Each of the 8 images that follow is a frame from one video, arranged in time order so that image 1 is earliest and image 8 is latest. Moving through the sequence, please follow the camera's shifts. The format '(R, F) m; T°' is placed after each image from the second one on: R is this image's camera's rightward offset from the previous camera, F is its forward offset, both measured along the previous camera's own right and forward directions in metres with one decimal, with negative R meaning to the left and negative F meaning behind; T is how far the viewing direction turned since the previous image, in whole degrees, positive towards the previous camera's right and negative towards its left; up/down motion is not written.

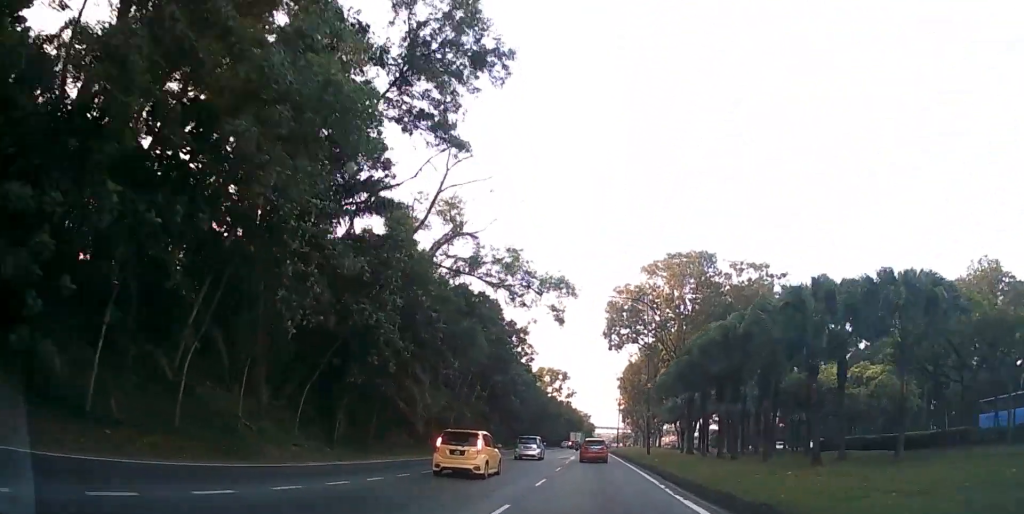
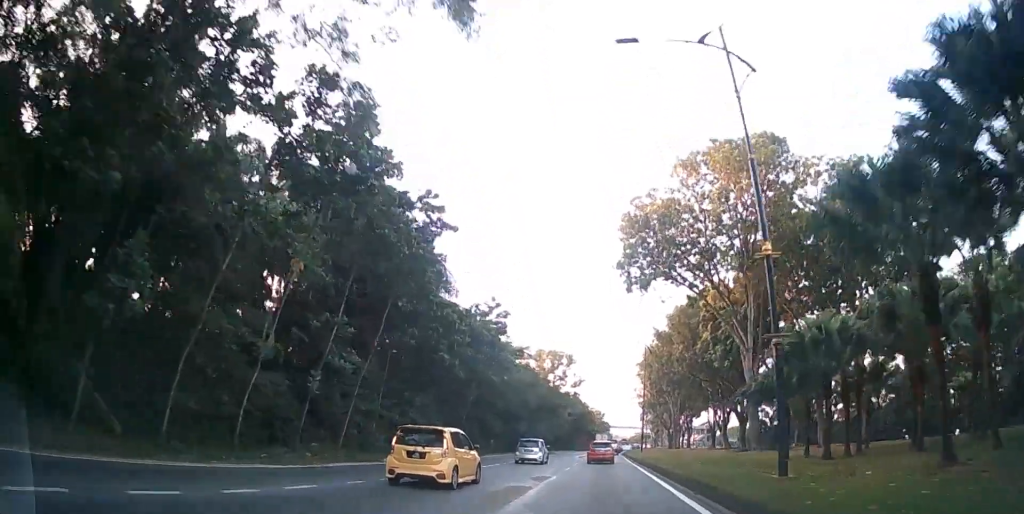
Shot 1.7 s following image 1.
(-0.6, +29.1) m; -2°
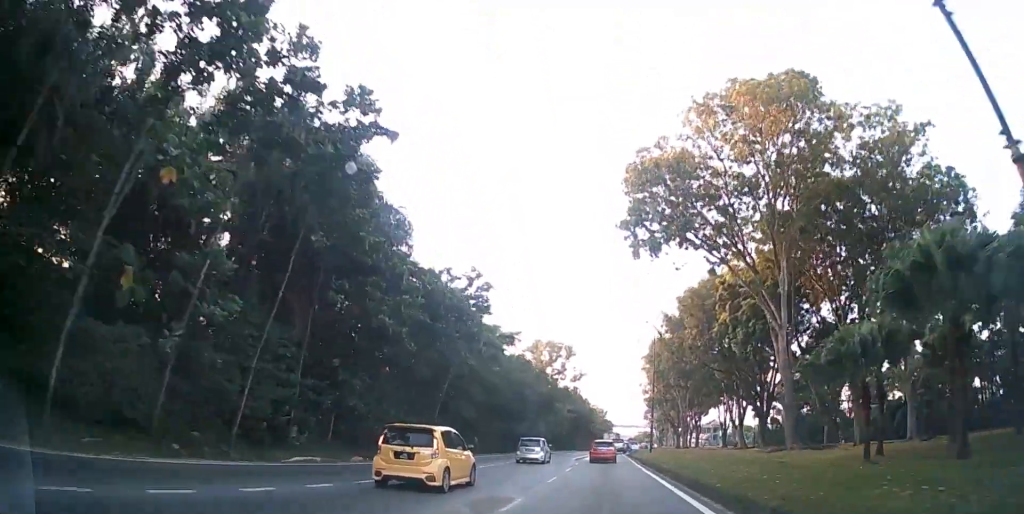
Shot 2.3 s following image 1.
(-0.1, +9.2) m; -1°
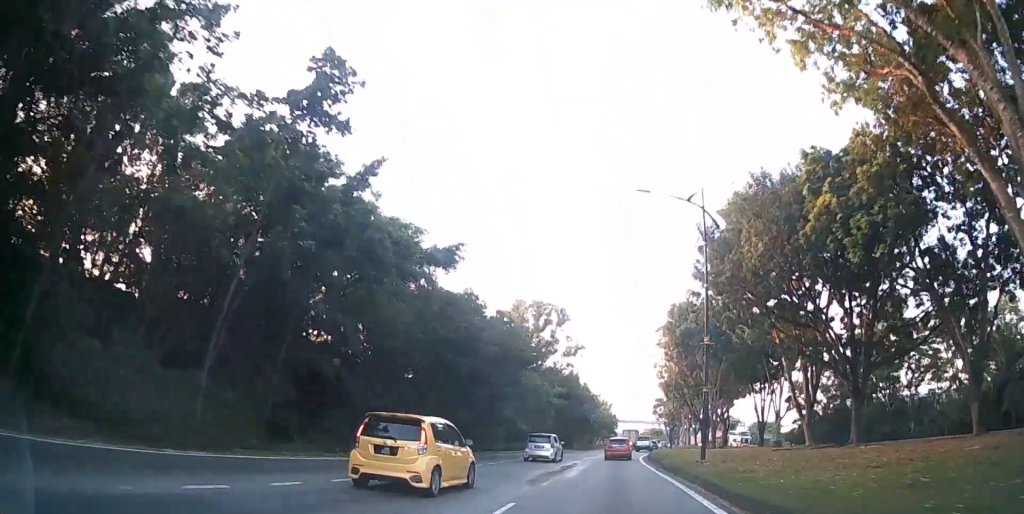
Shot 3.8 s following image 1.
(-0.3, +24.9) m; -1°
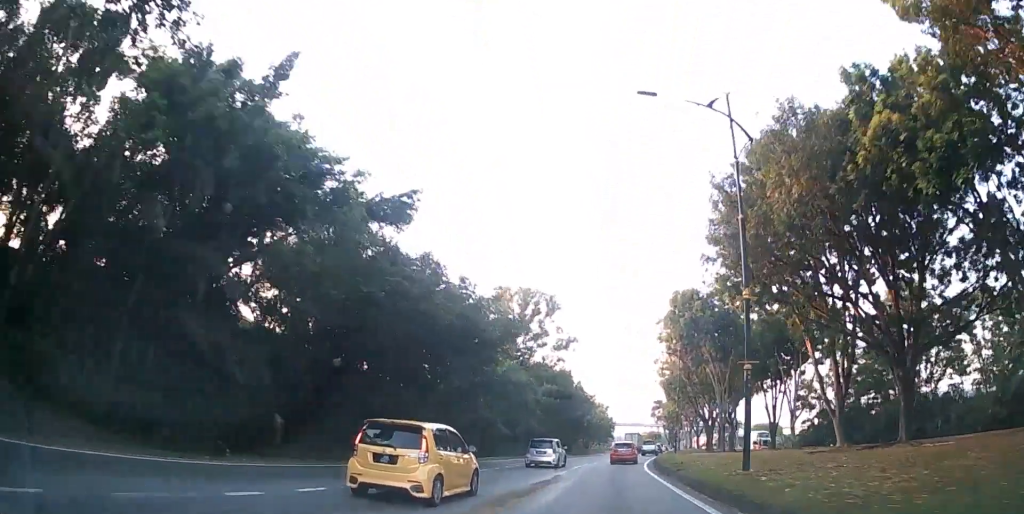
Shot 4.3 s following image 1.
(0.0, +8.8) m; +1°
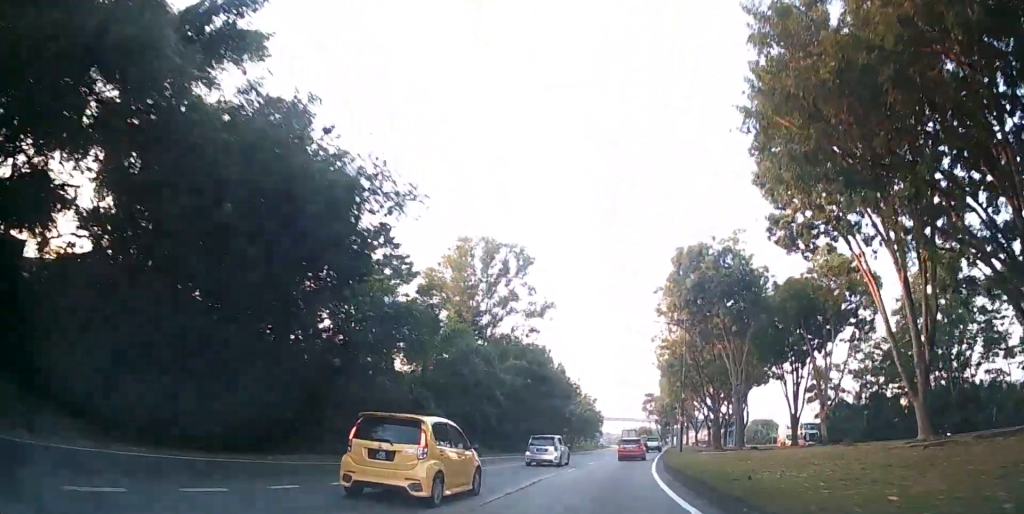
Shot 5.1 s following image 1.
(+0.2, +14.3) m; +1°
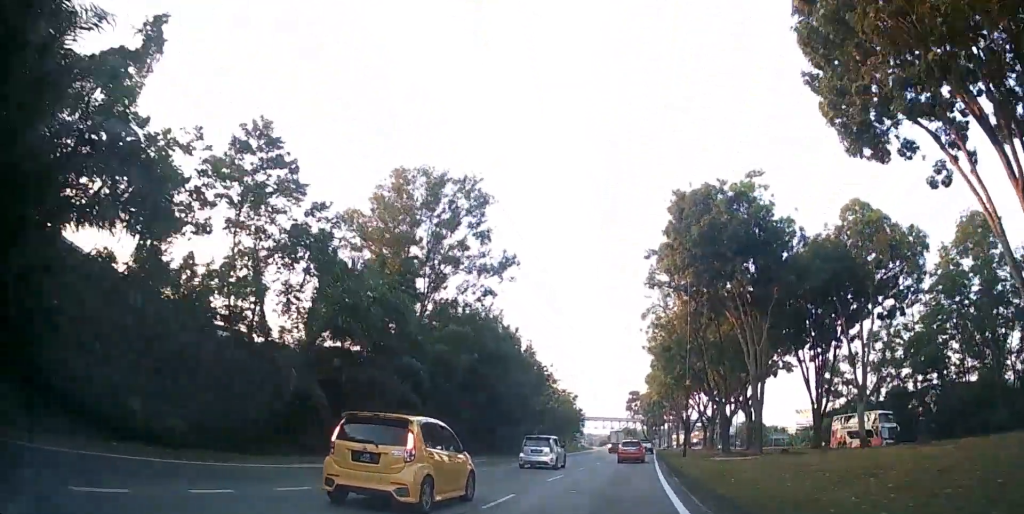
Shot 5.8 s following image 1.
(+0.2, +12.7) m; +1°
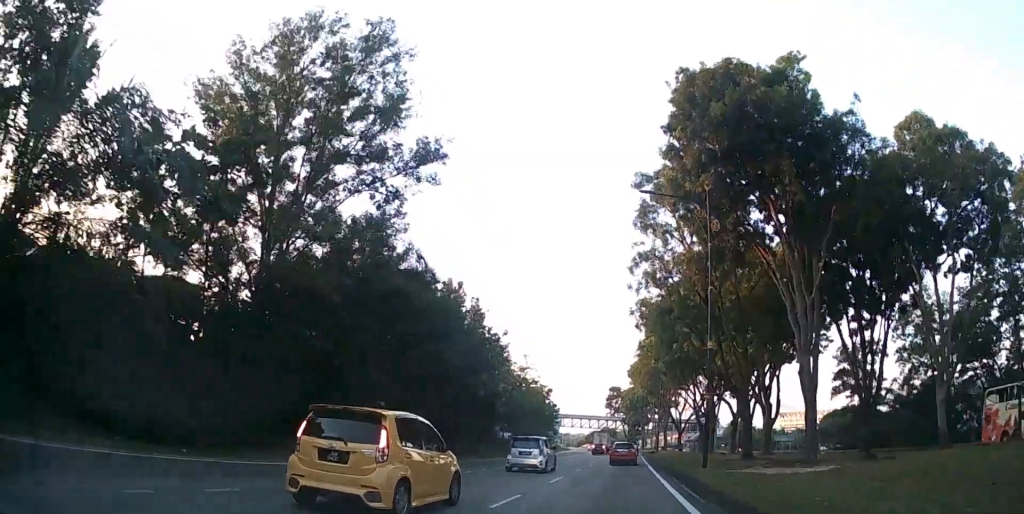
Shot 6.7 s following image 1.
(0.0, +15.1) m; 0°
